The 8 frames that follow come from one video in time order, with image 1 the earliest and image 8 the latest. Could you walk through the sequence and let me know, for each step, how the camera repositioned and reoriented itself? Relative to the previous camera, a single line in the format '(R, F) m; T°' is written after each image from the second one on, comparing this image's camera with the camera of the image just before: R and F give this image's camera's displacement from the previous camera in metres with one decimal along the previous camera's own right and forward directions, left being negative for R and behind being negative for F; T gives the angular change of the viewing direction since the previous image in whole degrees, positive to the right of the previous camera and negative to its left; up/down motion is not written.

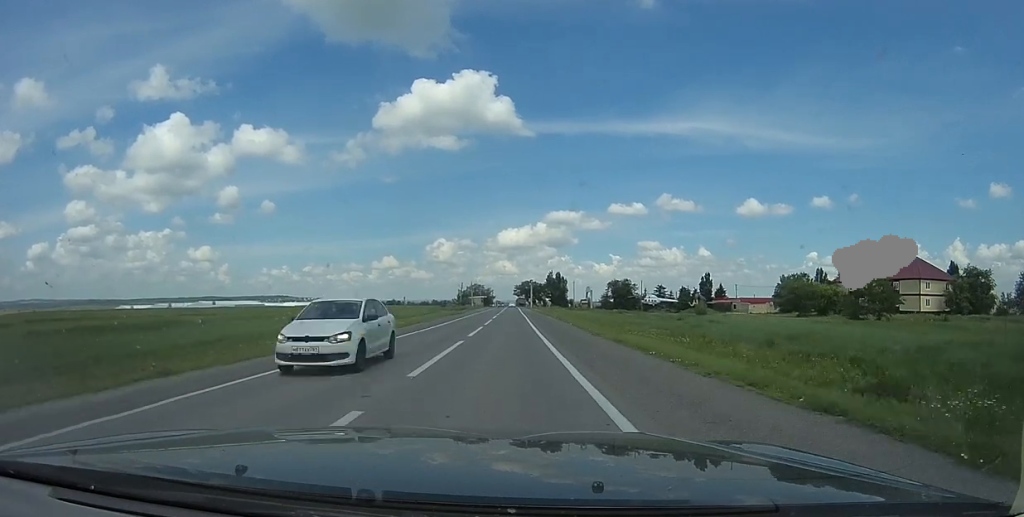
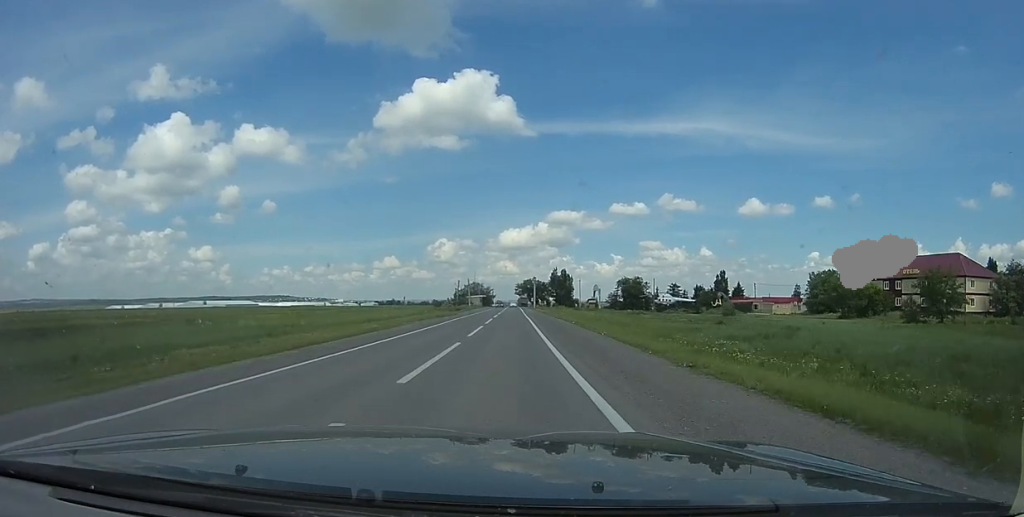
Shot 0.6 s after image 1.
(+0.1, +12.9) m; +1°
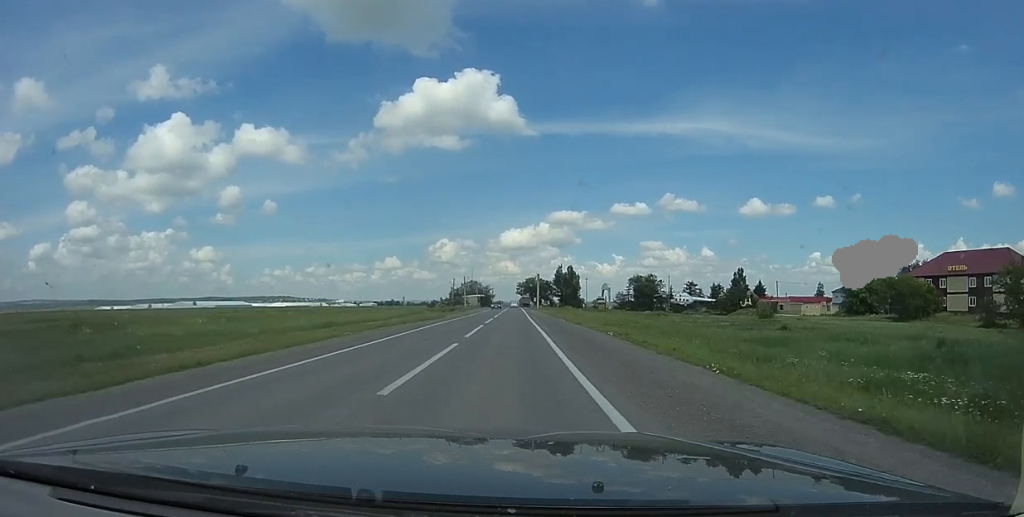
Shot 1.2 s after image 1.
(+0.6, +13.8) m; 0°
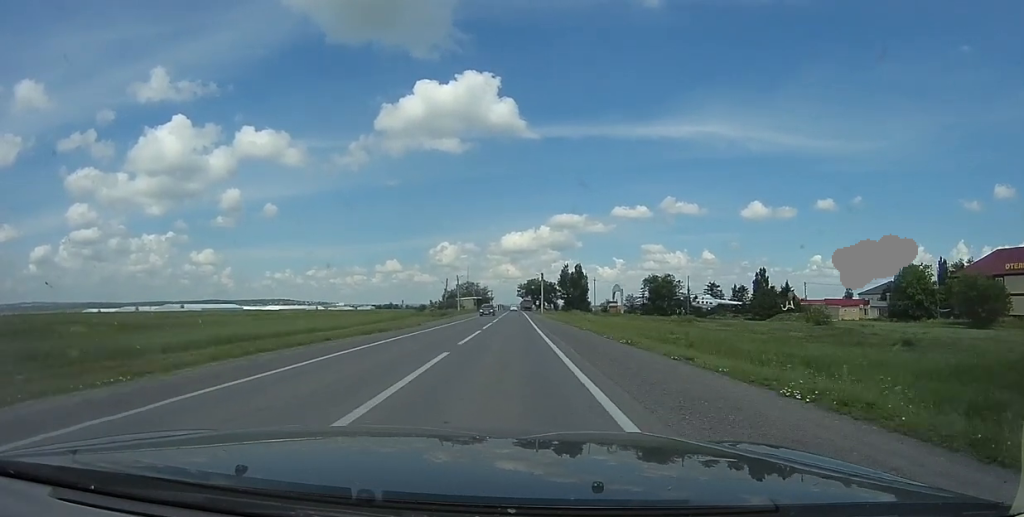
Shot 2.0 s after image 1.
(-0.5, +15.2) m; 0°
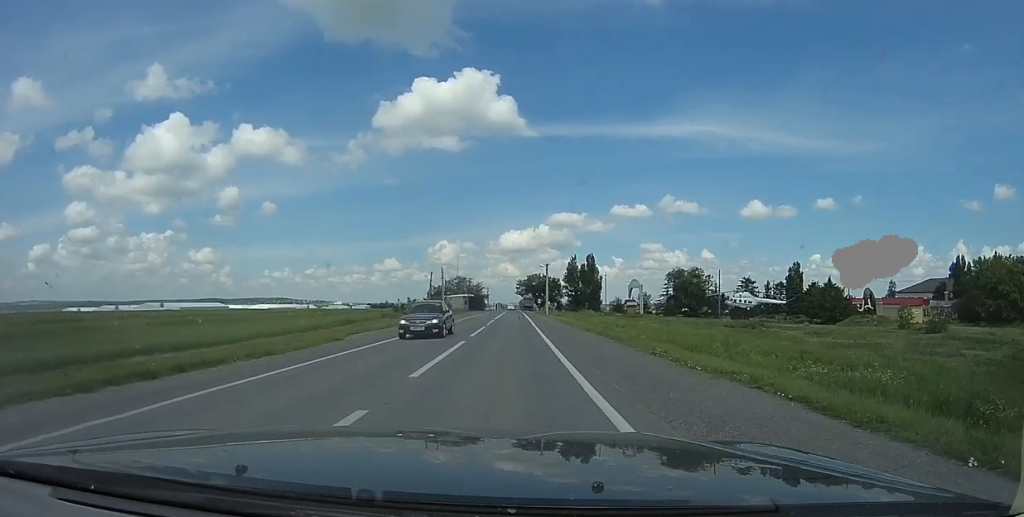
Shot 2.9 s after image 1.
(0.0, +19.2) m; 0°
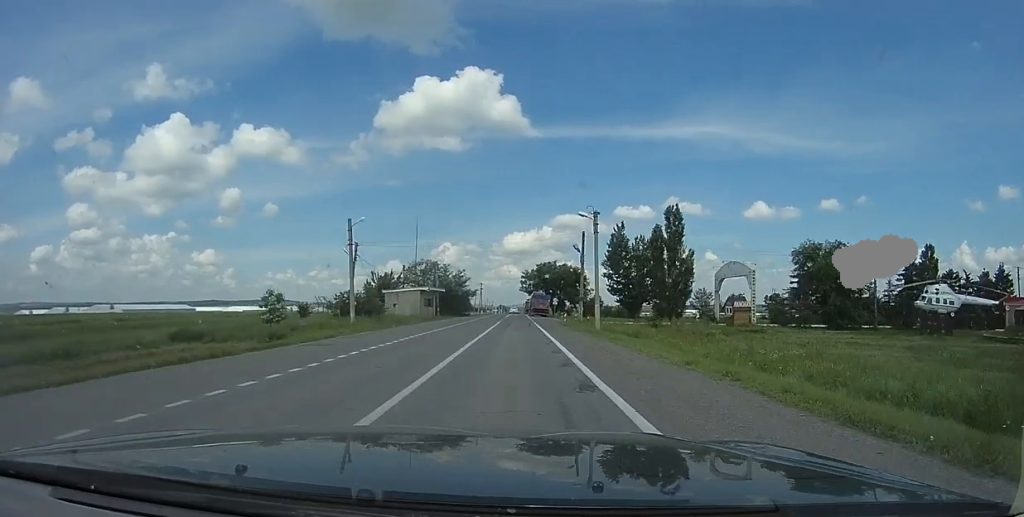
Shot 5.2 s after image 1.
(-2.7, +46.2) m; -3°
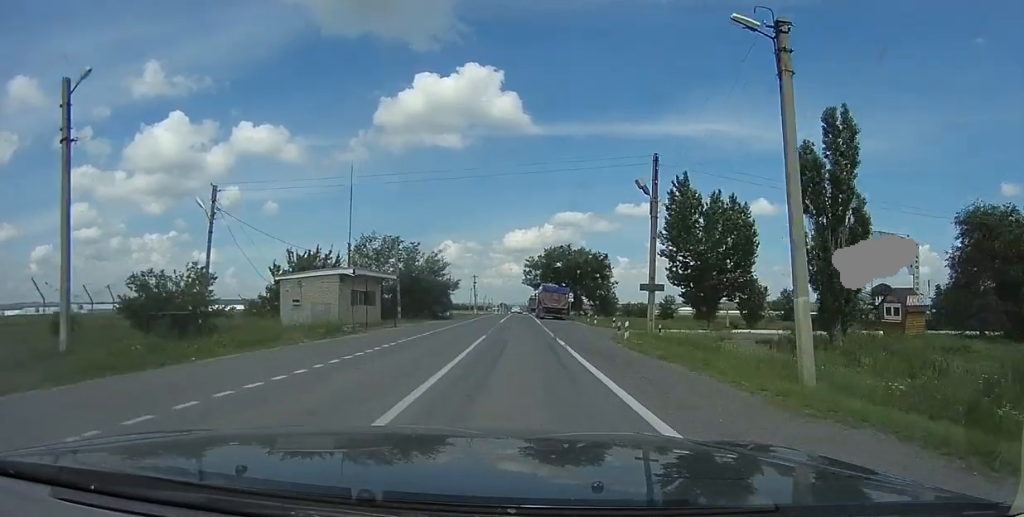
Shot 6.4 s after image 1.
(+1.6, +23.9) m; +3°
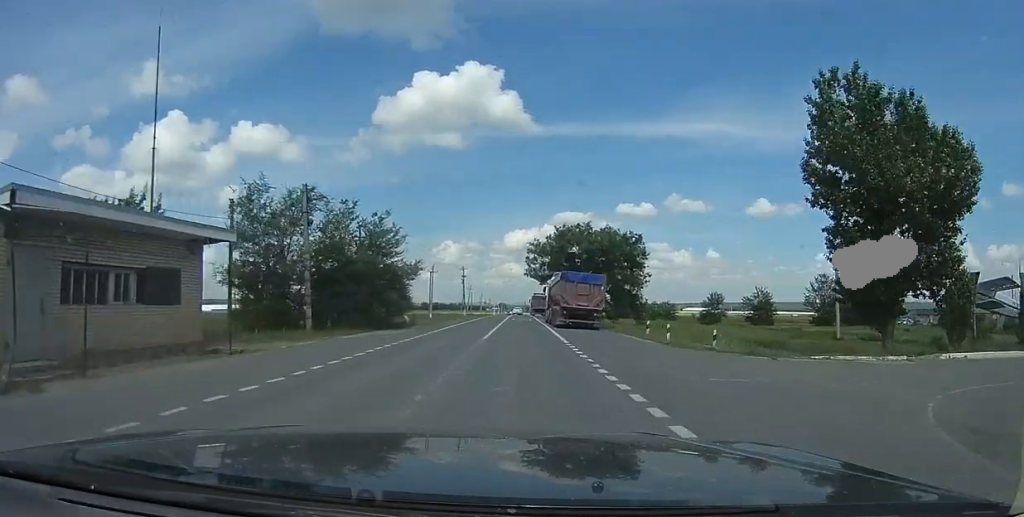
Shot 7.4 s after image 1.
(-0.7, +20.8) m; 0°
